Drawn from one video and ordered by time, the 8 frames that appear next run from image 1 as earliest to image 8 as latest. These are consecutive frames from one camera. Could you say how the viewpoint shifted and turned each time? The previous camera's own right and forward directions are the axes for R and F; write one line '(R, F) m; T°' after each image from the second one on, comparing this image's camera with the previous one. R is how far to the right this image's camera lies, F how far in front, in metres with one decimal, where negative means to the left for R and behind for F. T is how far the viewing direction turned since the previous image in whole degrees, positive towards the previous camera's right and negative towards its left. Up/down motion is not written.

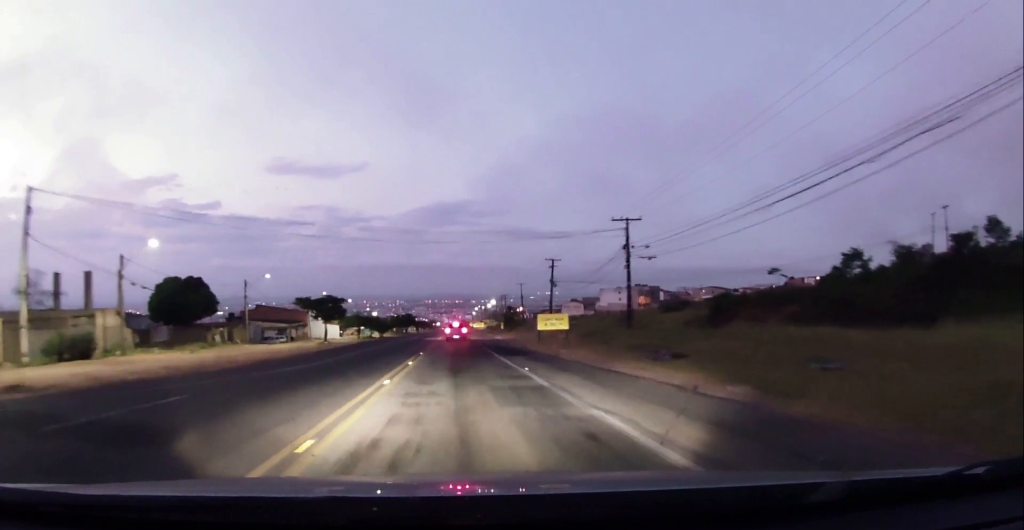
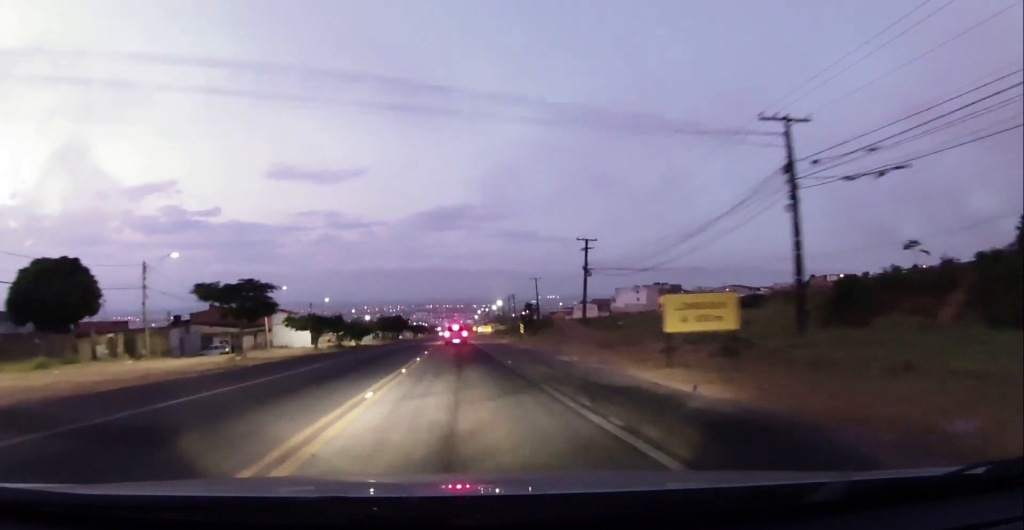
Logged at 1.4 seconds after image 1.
(0.0, +27.1) m; 0°
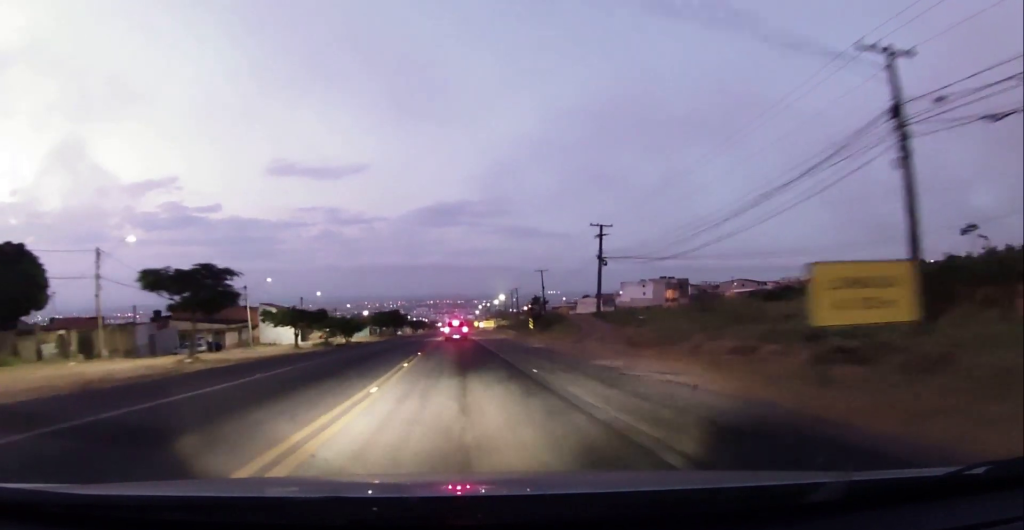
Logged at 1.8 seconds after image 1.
(0.0, +7.7) m; 0°
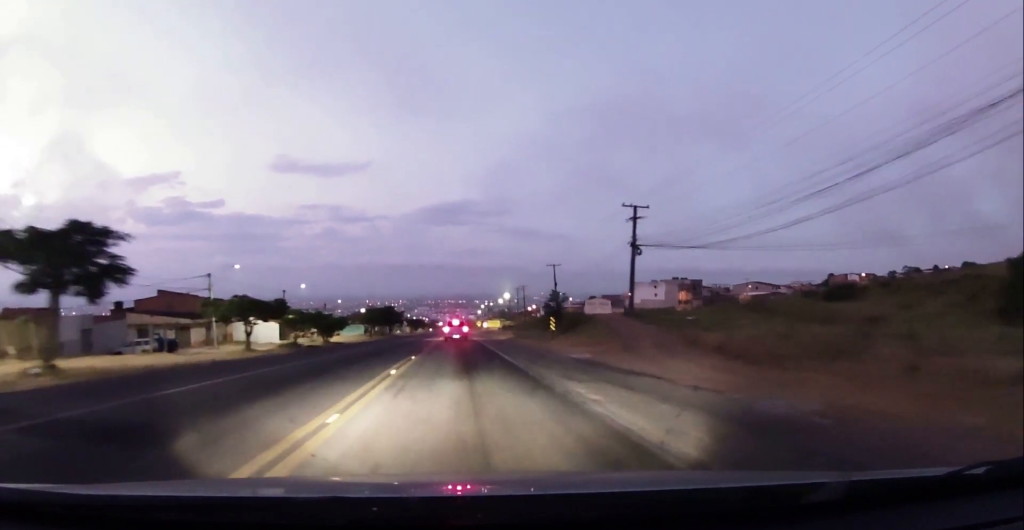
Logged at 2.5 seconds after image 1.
(-0.1, +12.5) m; 0°
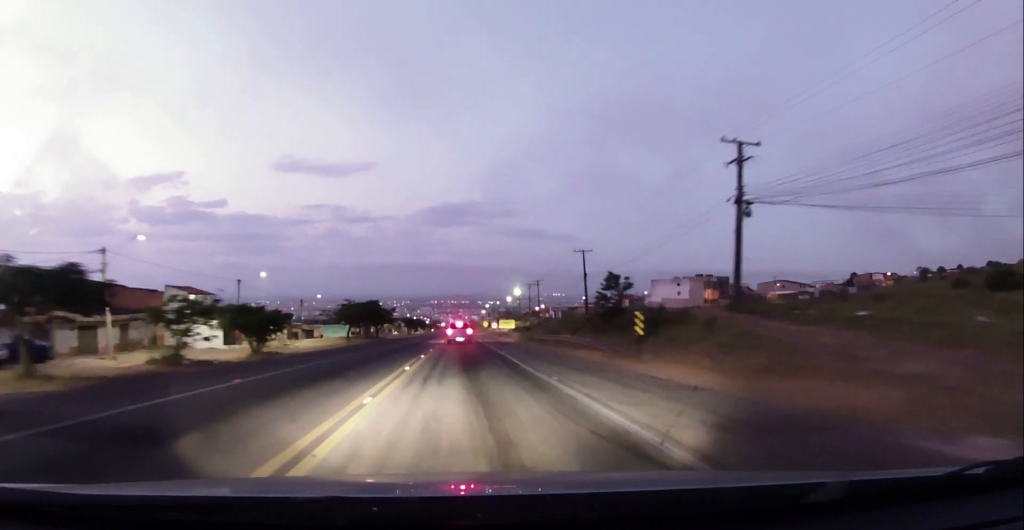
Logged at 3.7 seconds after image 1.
(0.0, +22.0) m; 0°
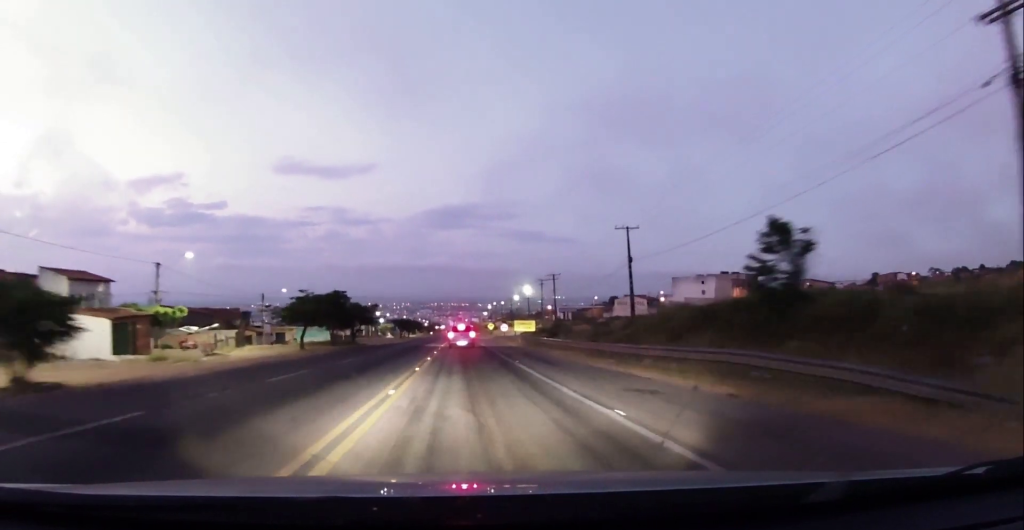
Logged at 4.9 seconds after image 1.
(0.0, +21.5) m; 0°
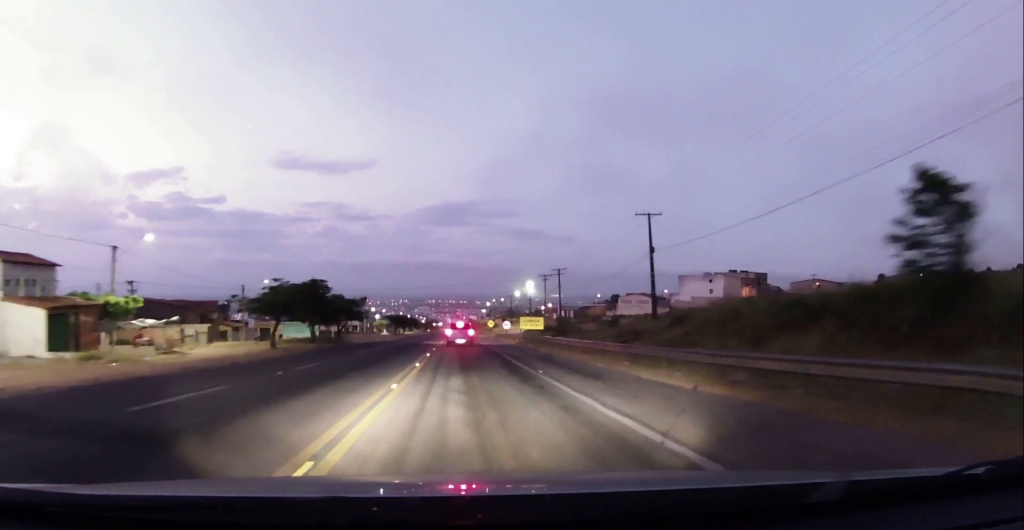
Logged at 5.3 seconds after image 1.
(0.0, +7.6) m; 0°
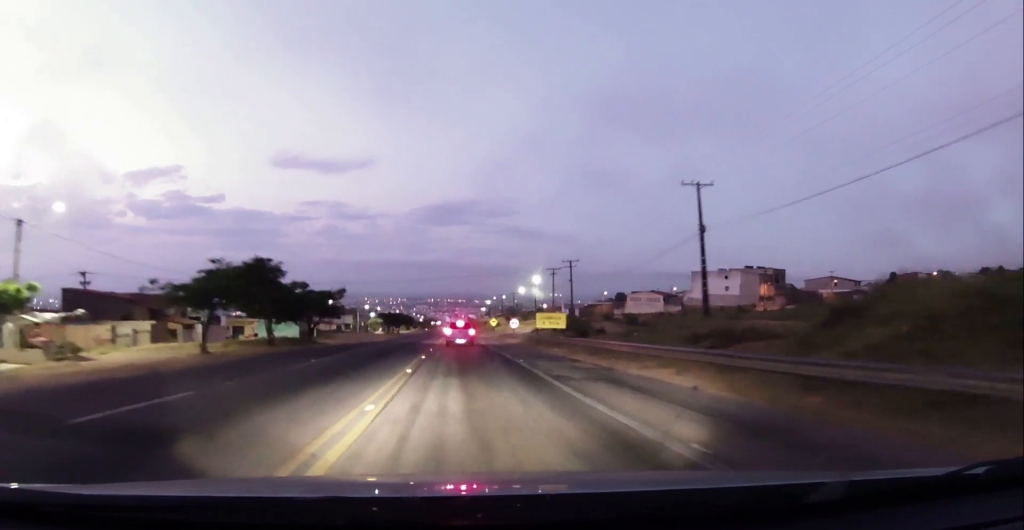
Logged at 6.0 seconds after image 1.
(0.0, +12.2) m; 0°
